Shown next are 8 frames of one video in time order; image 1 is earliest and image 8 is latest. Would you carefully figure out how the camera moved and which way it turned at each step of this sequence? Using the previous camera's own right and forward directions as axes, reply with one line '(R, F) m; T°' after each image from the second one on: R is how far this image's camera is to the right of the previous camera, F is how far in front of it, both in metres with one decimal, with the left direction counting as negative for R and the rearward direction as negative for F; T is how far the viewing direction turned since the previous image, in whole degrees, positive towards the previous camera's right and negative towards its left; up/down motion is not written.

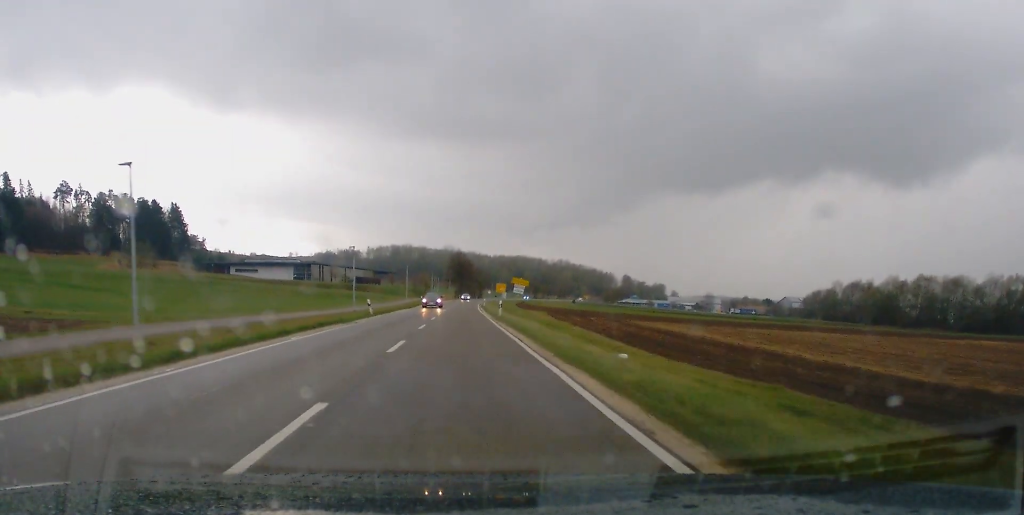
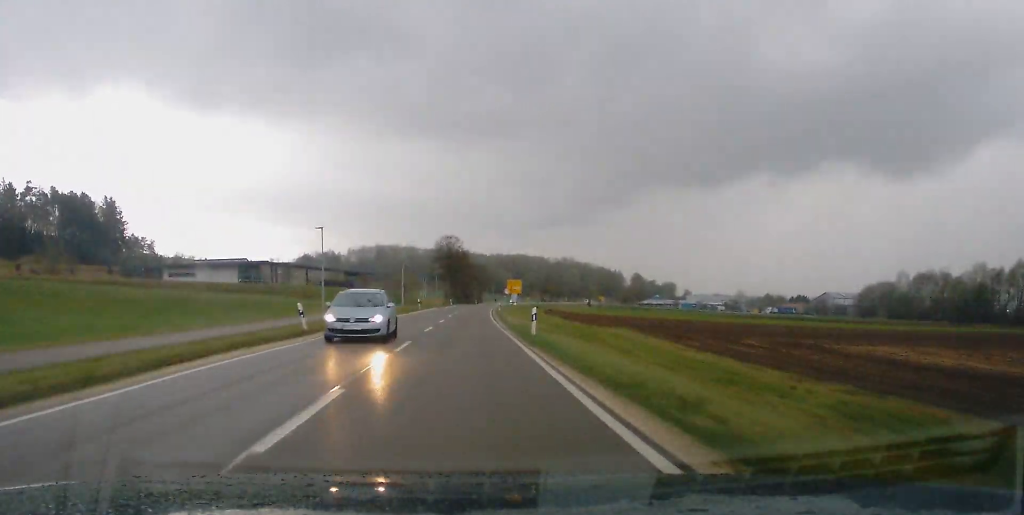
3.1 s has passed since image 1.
(-0.2, +69.8) m; +1°
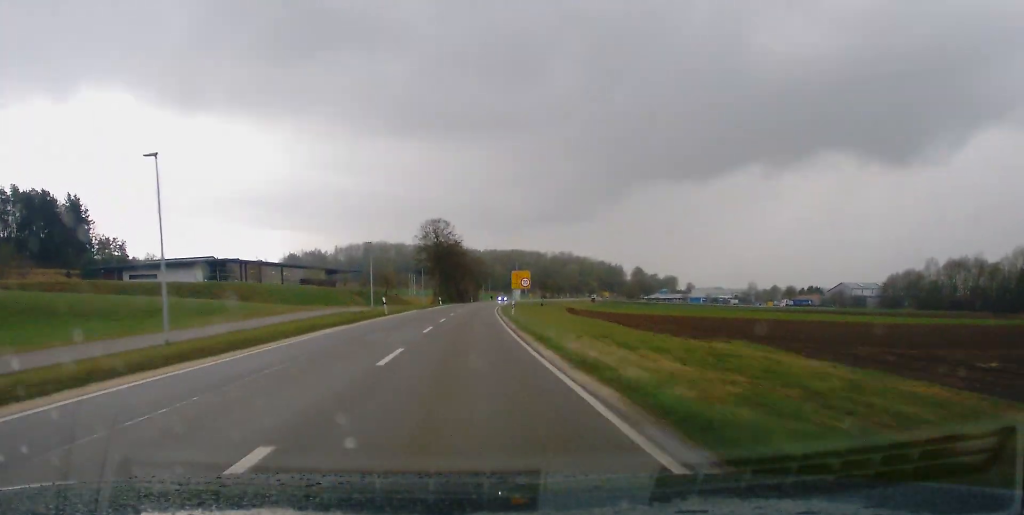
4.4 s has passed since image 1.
(+0.3, +26.7) m; +1°
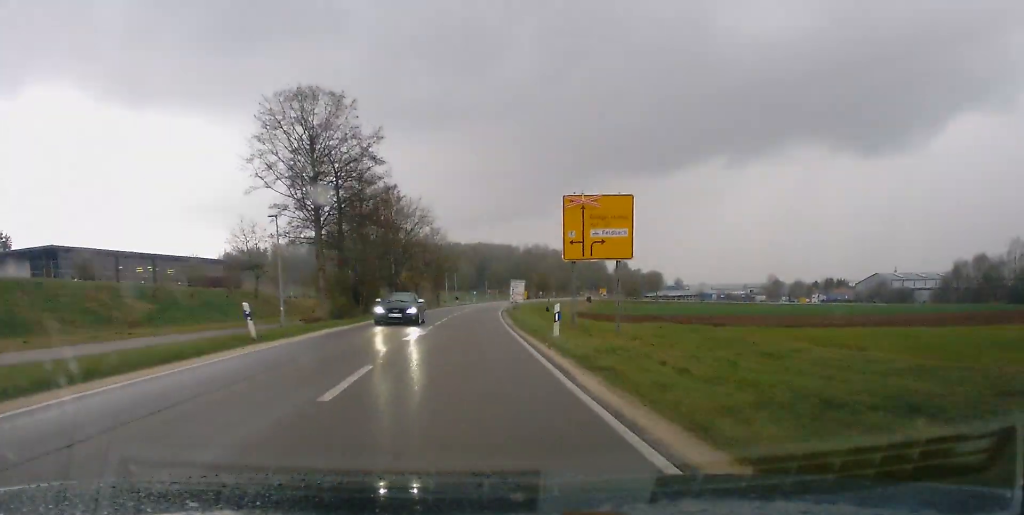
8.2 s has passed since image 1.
(+1.4, +75.9) m; +2°
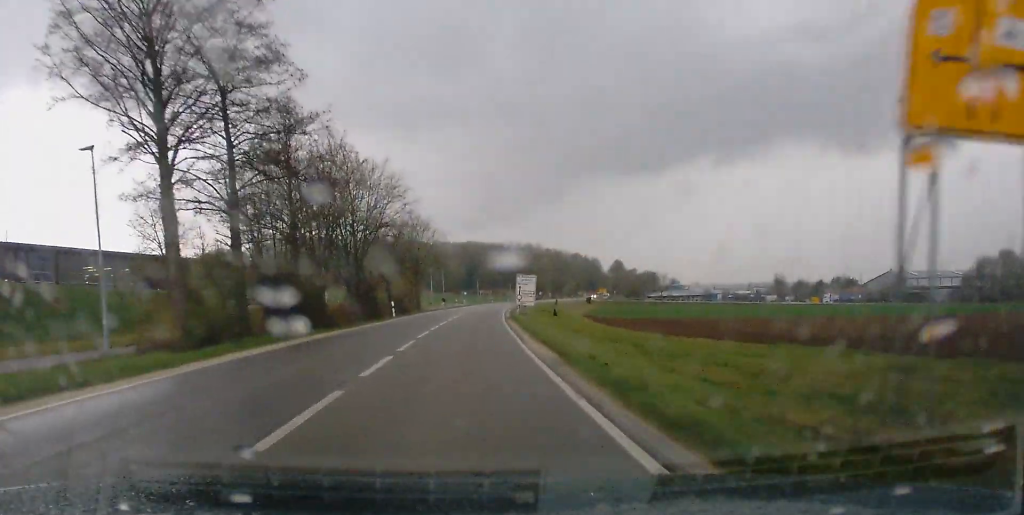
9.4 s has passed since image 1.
(+0.4, +21.1) m; +1°
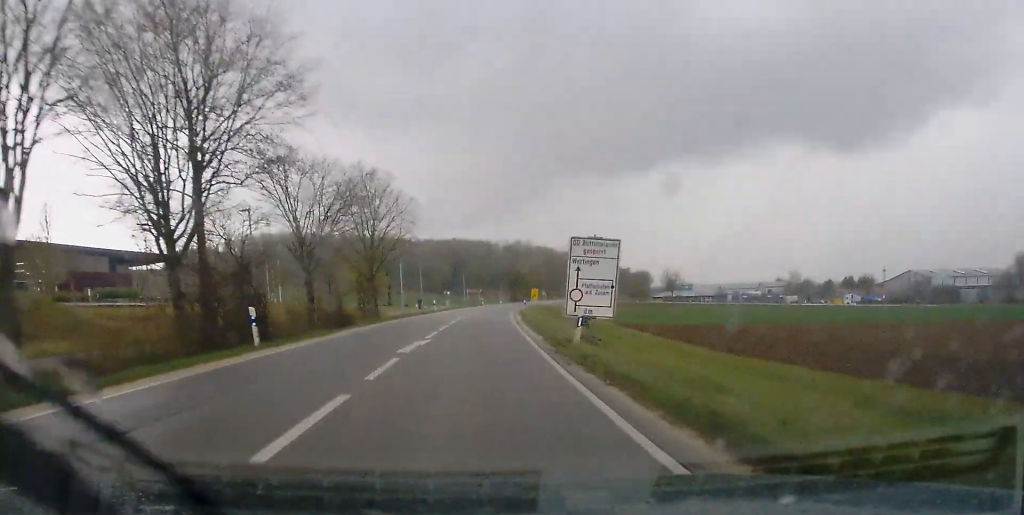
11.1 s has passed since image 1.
(+0.5, +30.6) m; +2°
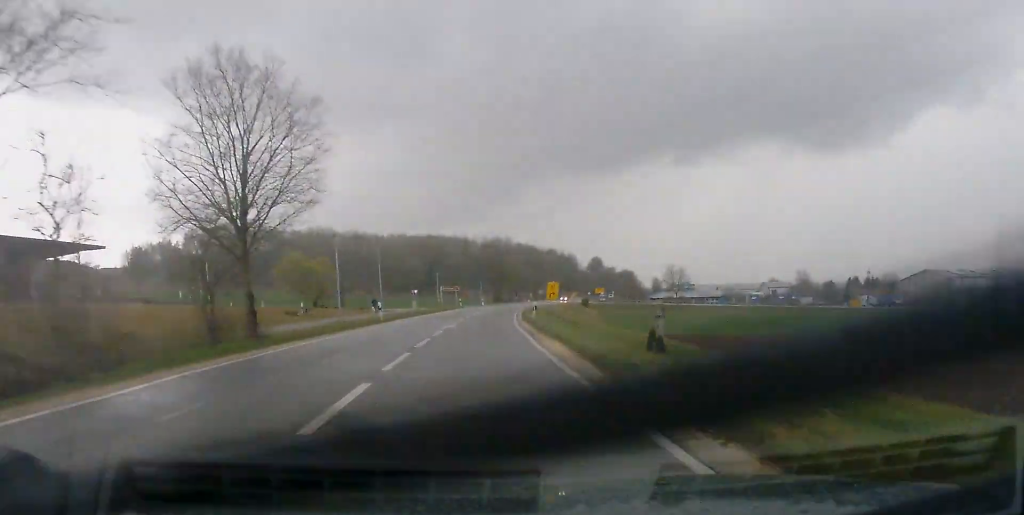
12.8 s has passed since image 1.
(+0.3, +29.1) m; +1°
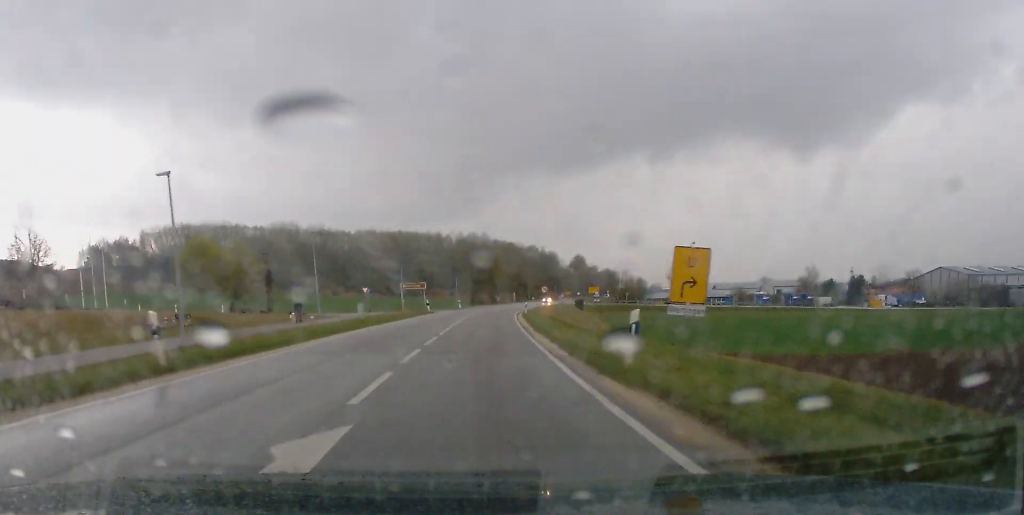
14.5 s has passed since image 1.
(+0.3, +27.9) m; +2°
